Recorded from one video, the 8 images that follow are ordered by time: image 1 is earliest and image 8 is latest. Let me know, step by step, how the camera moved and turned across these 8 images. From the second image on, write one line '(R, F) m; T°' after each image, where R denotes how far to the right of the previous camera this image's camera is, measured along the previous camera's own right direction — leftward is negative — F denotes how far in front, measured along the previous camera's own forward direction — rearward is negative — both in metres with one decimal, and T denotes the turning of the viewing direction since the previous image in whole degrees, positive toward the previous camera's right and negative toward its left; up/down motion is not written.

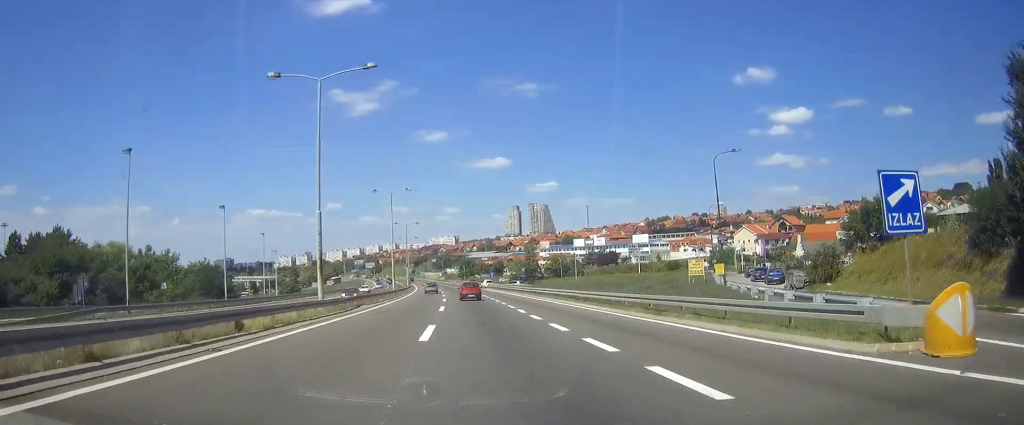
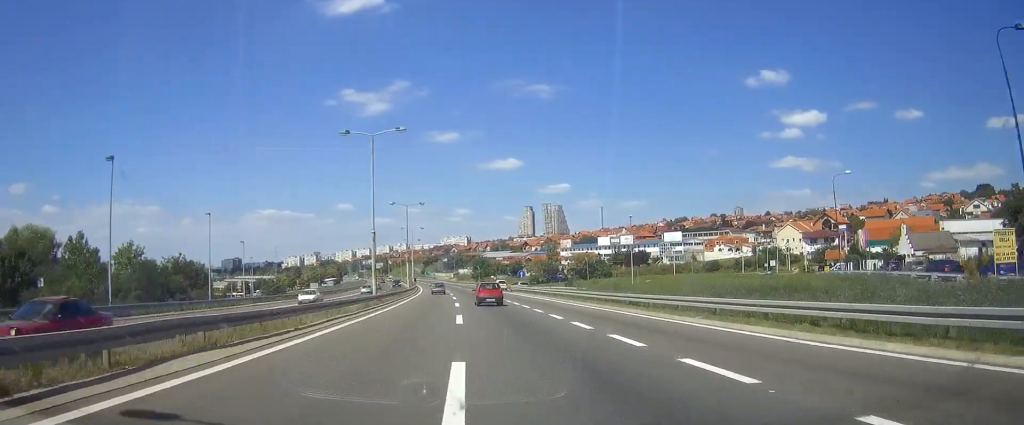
(-0.8, +28.7) m; -2°
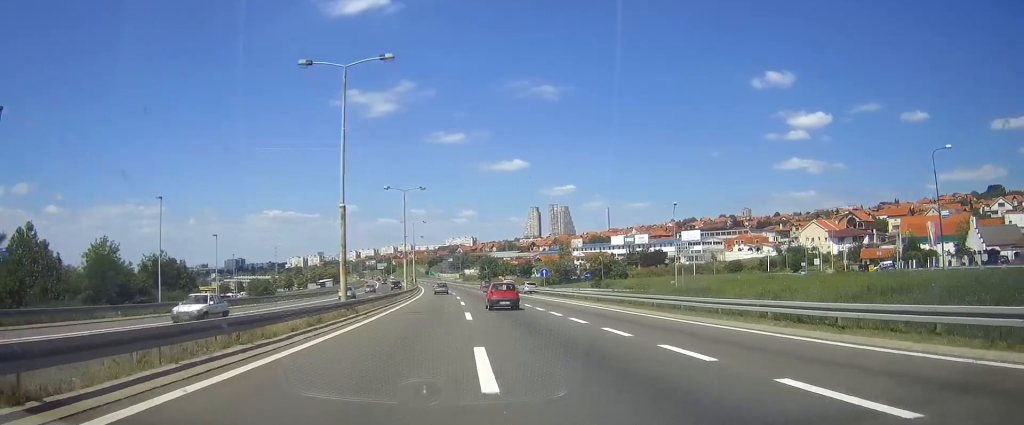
(-0.1, +15.1) m; 0°
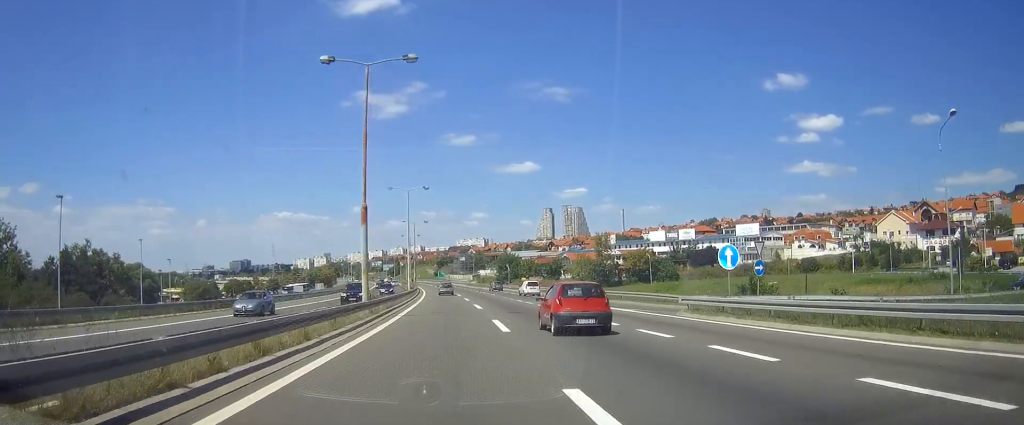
(-0.3, +42.2) m; -1°
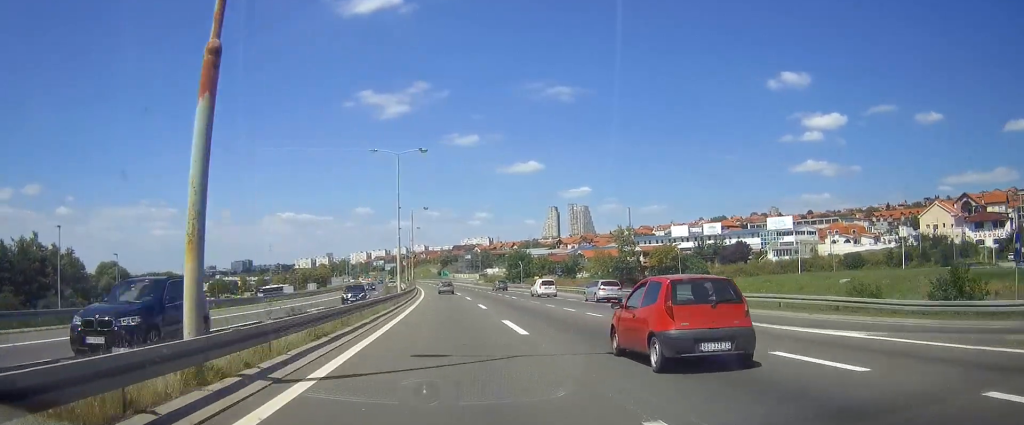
(0.0, +20.1) m; 0°
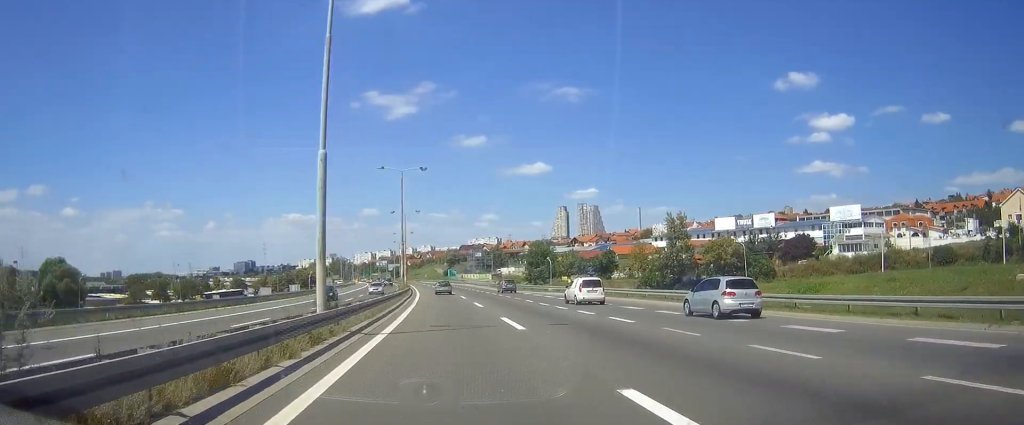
(-0.1, +33.2) m; -1°
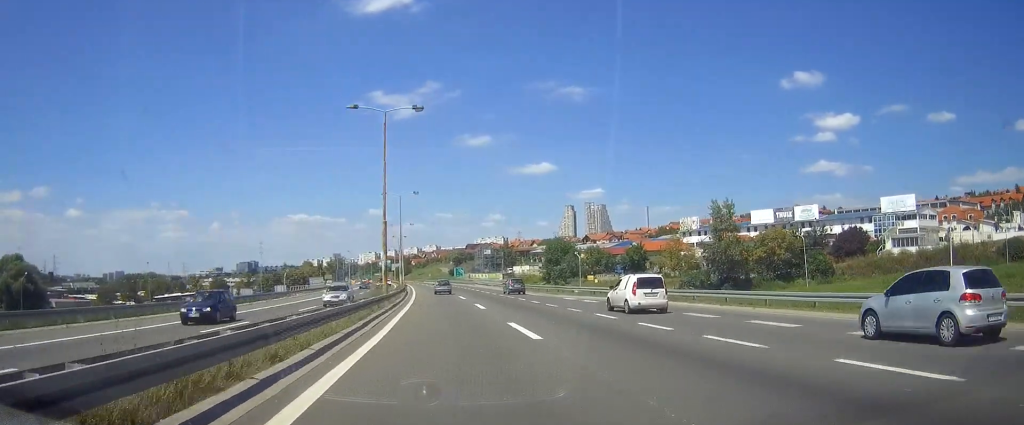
(-0.2, +21.4) m; 0°
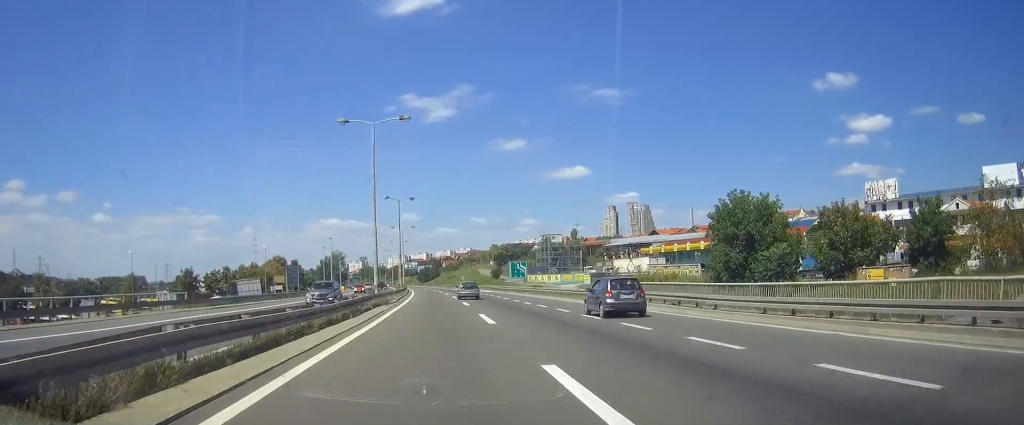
(-5.0, +81.2) m; -8°
